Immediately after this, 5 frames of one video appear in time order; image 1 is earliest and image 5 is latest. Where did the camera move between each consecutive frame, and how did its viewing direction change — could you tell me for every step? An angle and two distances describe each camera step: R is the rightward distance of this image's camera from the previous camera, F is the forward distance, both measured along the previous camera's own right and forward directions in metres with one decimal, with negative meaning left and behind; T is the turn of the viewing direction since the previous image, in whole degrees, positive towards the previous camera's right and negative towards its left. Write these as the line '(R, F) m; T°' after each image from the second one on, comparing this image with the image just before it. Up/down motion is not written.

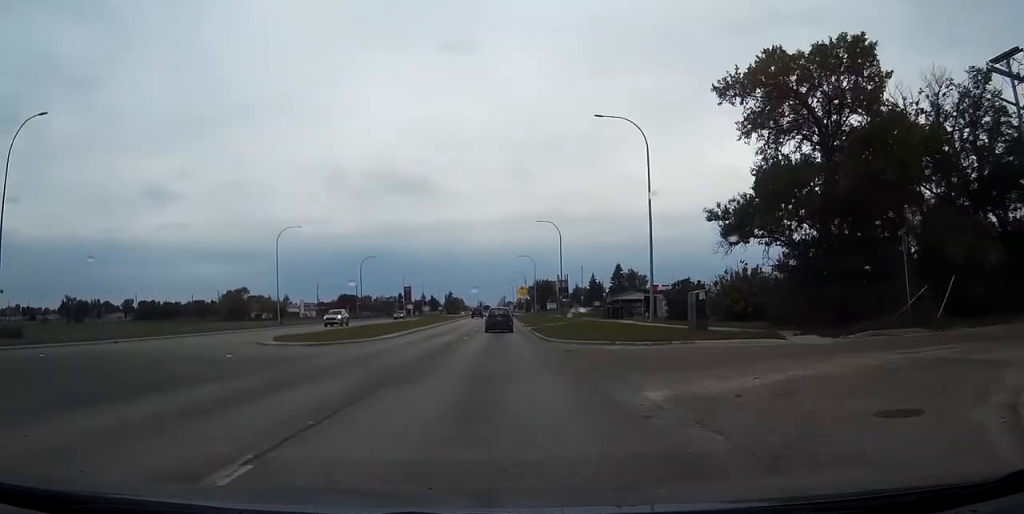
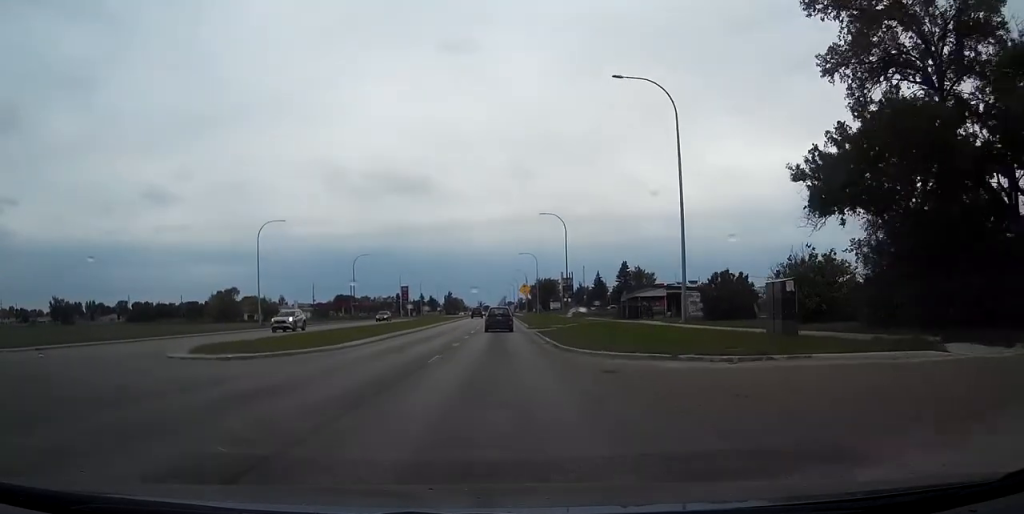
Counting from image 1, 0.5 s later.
(0.0, +8.9) m; 0°
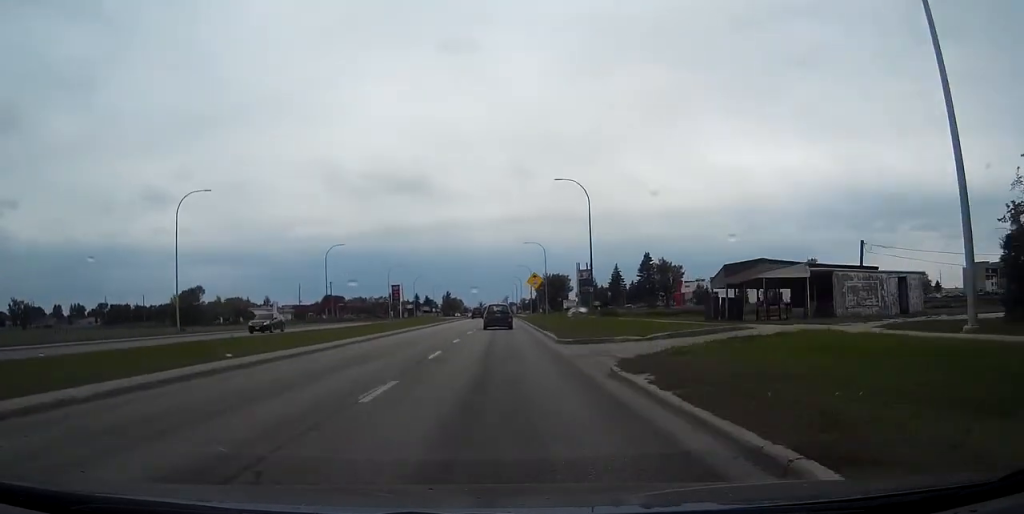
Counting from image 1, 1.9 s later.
(+0.2, +26.9) m; +1°
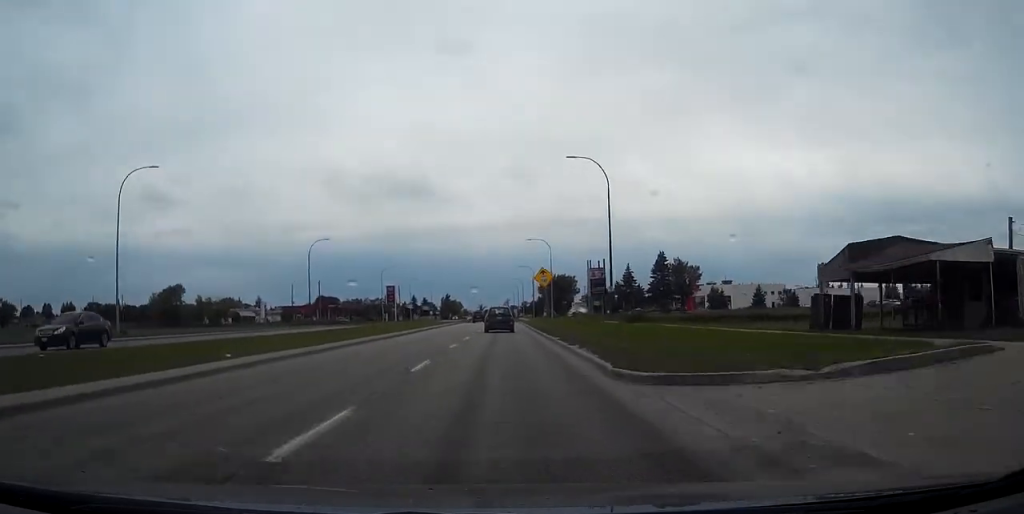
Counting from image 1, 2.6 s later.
(0.0, +12.9) m; 0°
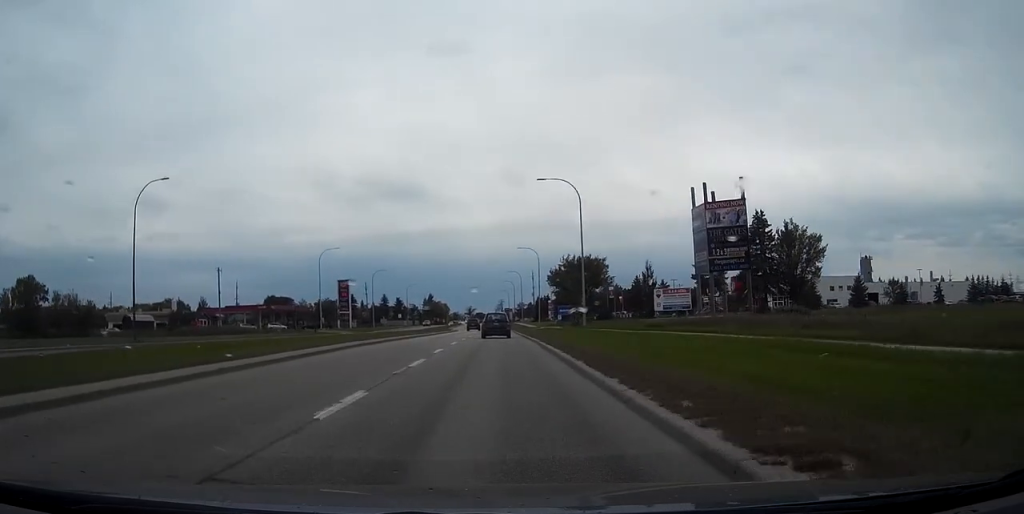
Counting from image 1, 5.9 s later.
(+0.7, +59.0) m; +1°
